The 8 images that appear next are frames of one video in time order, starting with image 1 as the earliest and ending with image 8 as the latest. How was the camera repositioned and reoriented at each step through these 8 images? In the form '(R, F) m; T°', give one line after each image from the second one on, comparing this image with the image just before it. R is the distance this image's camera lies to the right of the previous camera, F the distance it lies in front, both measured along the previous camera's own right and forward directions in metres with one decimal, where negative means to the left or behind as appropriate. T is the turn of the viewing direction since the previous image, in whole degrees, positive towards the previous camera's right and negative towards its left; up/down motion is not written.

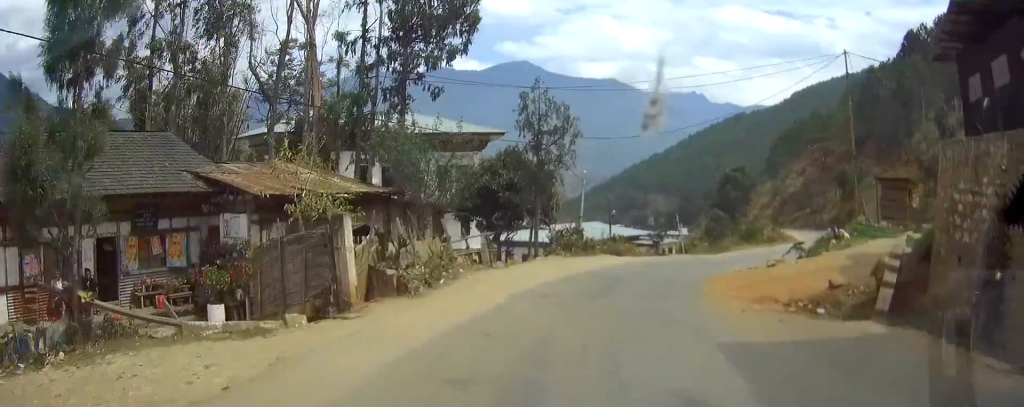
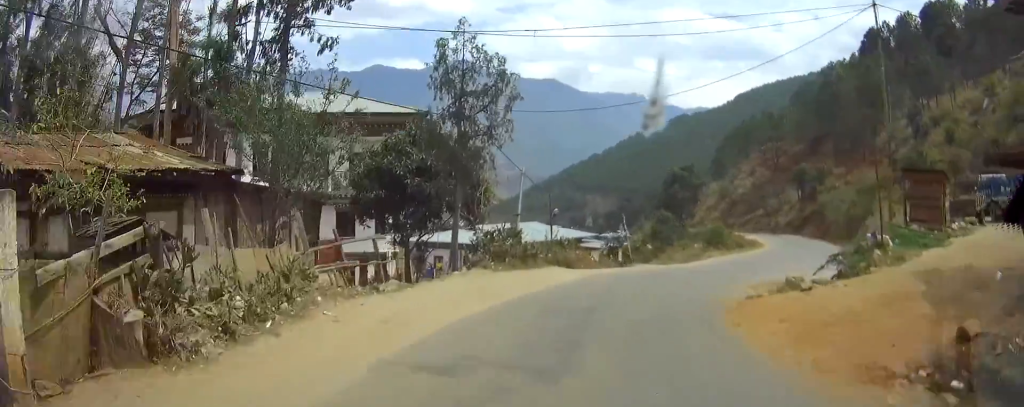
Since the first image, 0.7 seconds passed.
(0.0, +7.3) m; 0°
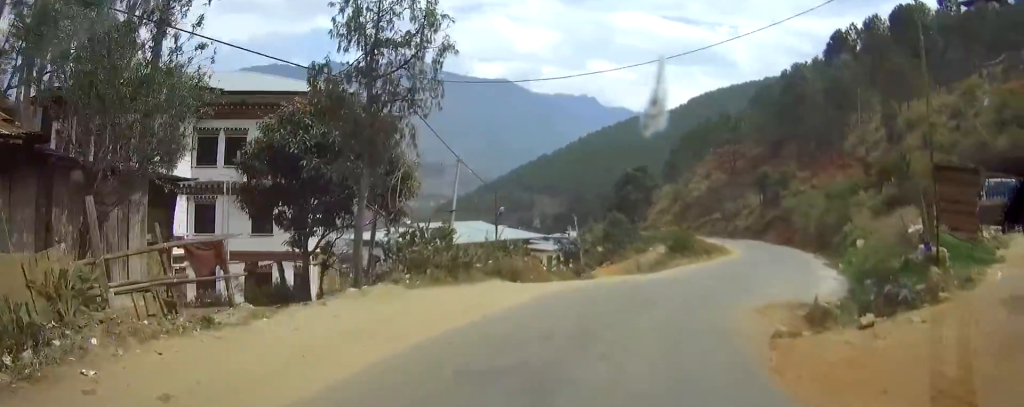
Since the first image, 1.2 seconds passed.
(0.0, +4.9) m; 0°
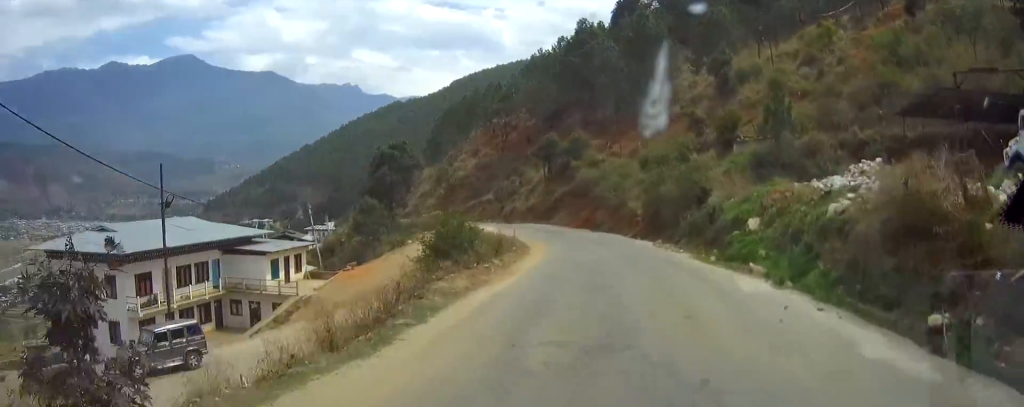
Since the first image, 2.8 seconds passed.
(+1.4, +16.9) m; +22°
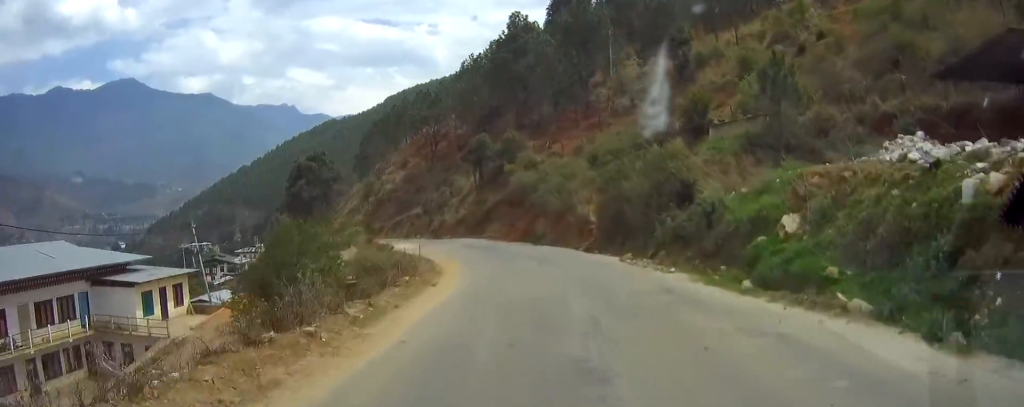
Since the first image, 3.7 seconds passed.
(+2.4, +10.4) m; +11°
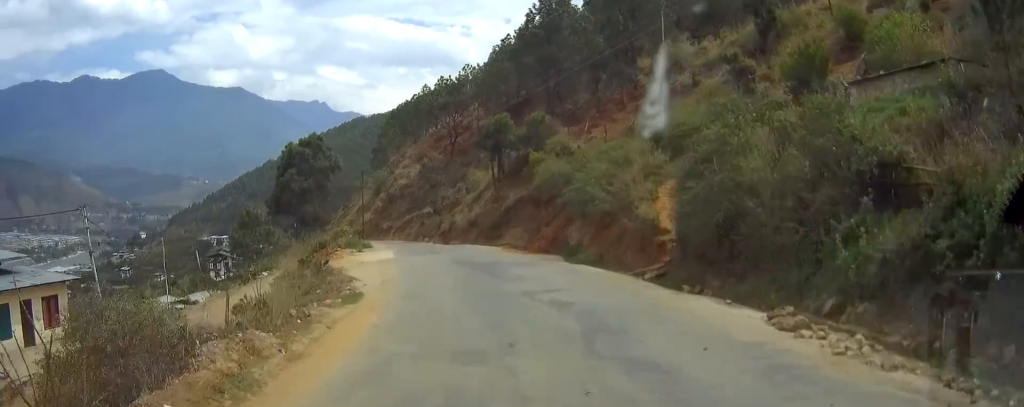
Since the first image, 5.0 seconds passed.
(-0.6, +16.2) m; -2°
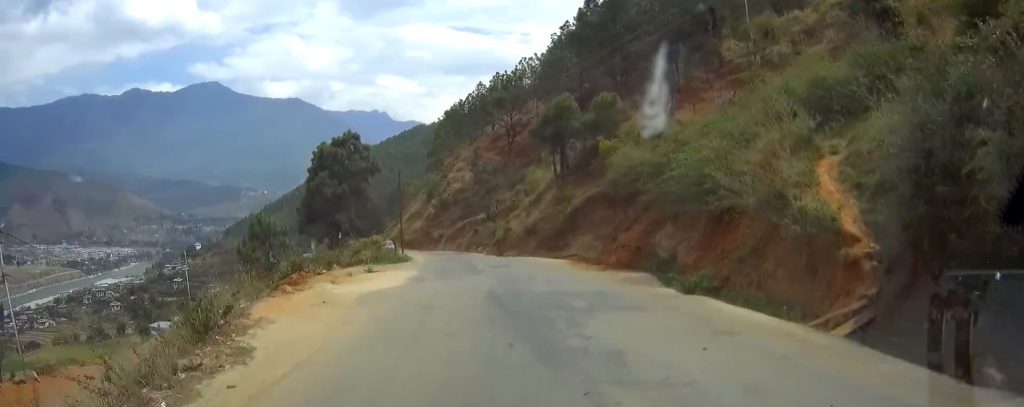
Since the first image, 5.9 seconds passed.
(0.0, +11.3) m; -2°
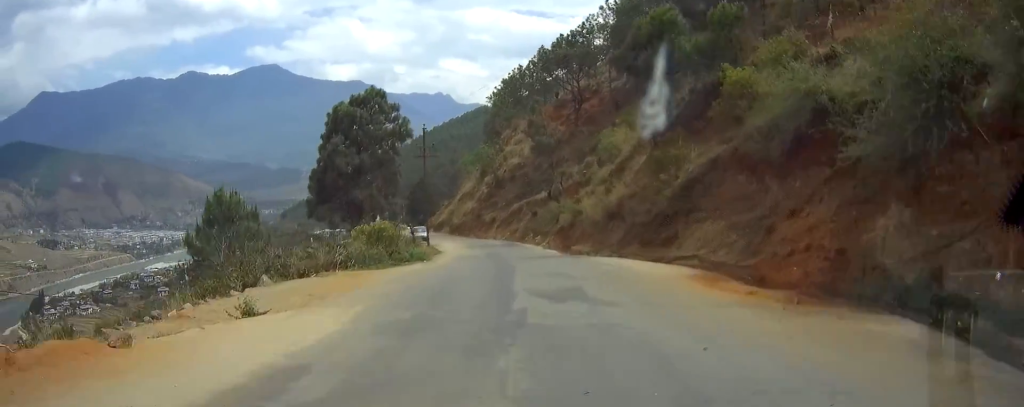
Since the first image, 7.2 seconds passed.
(-1.2, +17.2) m; -8°
